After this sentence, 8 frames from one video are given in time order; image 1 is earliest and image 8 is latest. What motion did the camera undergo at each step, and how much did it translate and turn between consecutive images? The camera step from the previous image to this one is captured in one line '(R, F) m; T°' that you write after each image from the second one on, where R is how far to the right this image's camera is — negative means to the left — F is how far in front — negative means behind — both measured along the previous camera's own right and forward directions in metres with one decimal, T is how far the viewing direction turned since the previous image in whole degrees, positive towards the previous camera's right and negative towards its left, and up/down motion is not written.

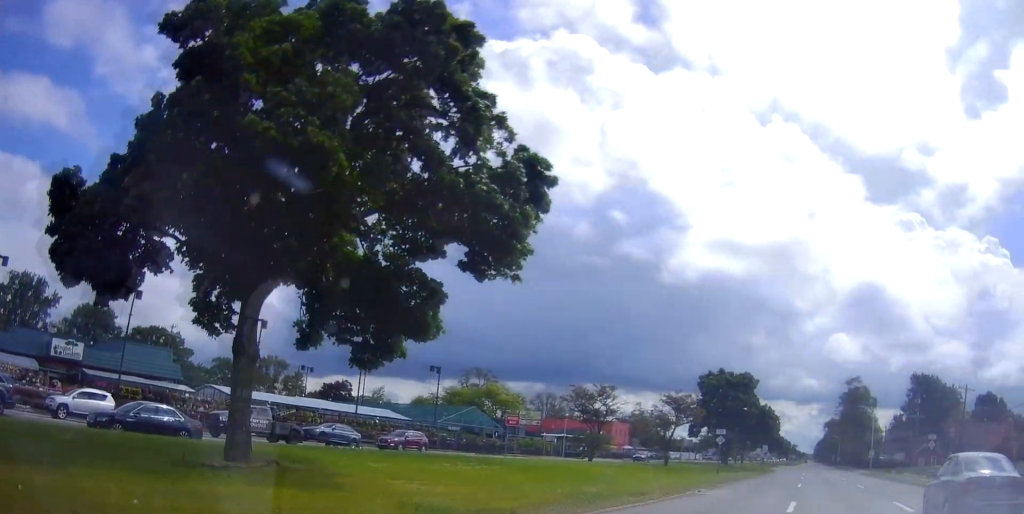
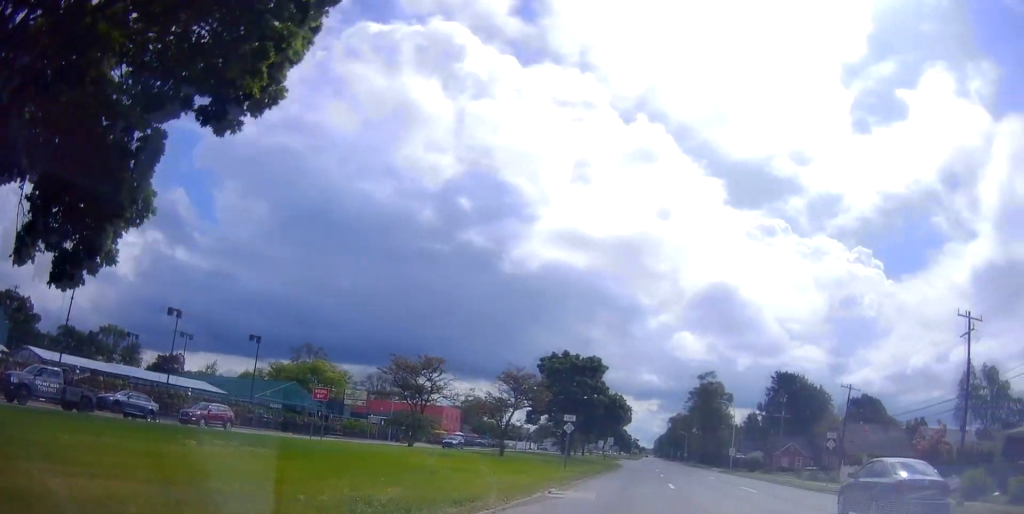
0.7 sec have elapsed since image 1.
(+0.9, +5.4) m; +16°
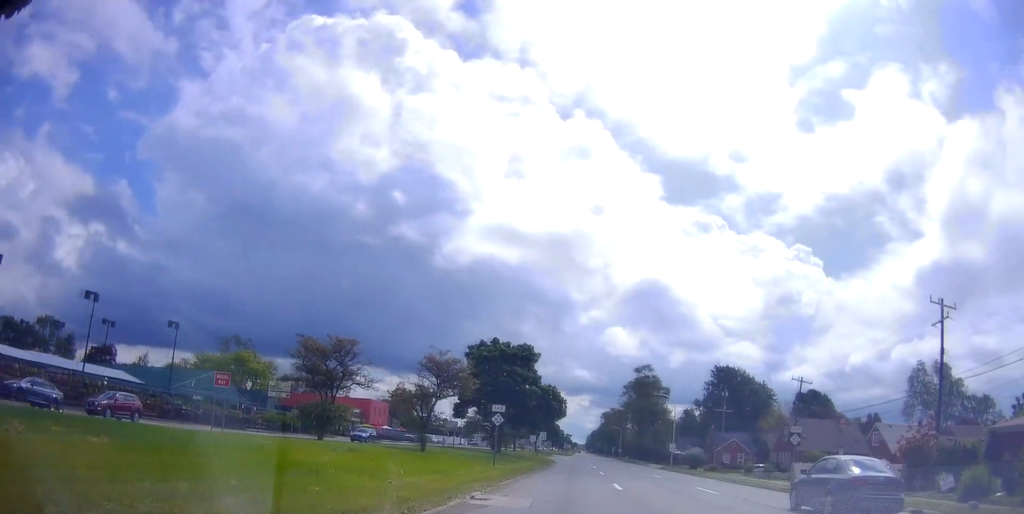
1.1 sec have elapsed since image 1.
(-0.1, +2.9) m; +7°
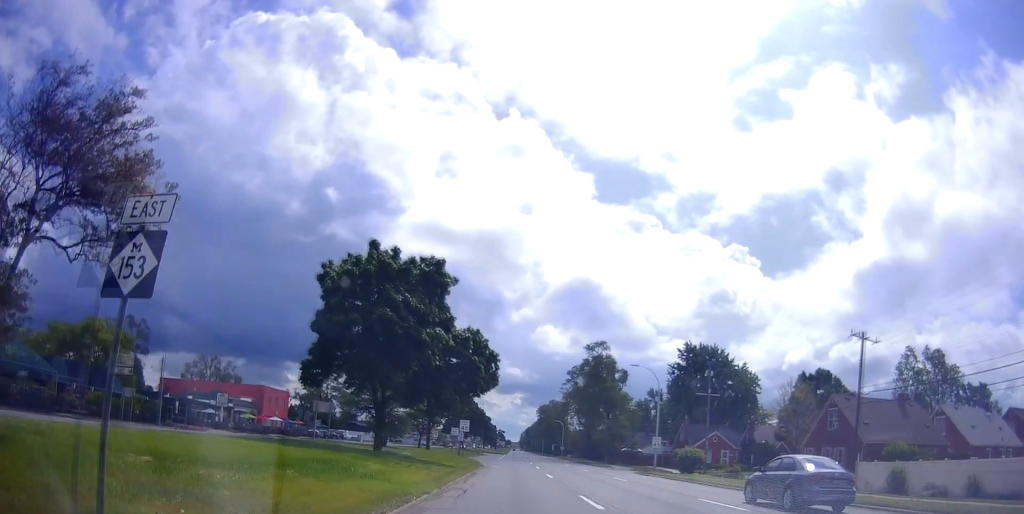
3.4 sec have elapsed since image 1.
(+5.9, +16.9) m; +23°
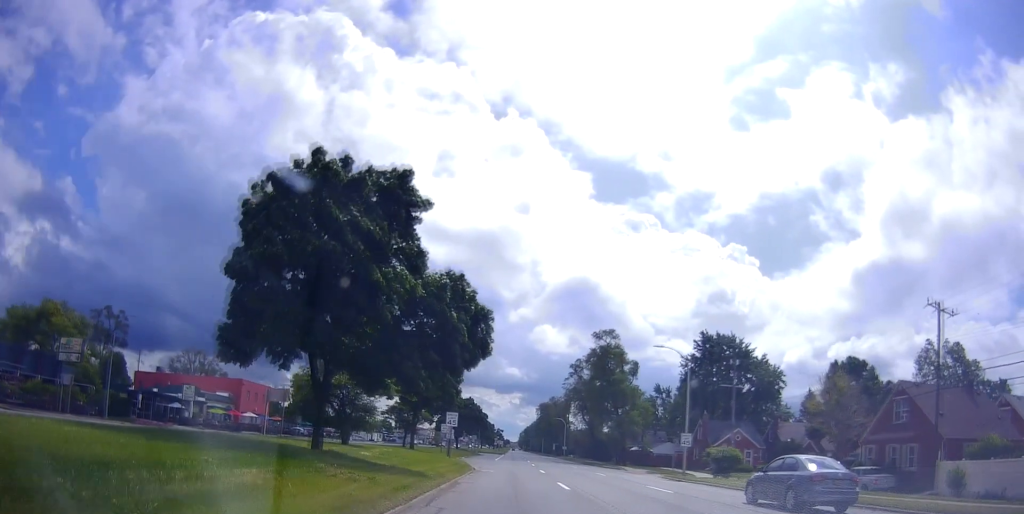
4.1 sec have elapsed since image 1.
(-0.3, +7.4) m; -2°
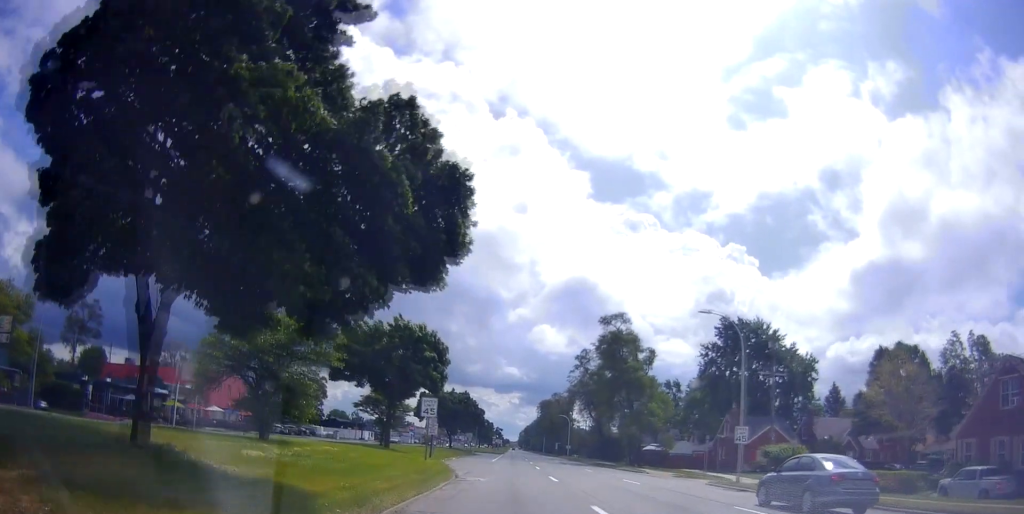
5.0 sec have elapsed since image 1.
(-0.1, +8.7) m; -2°
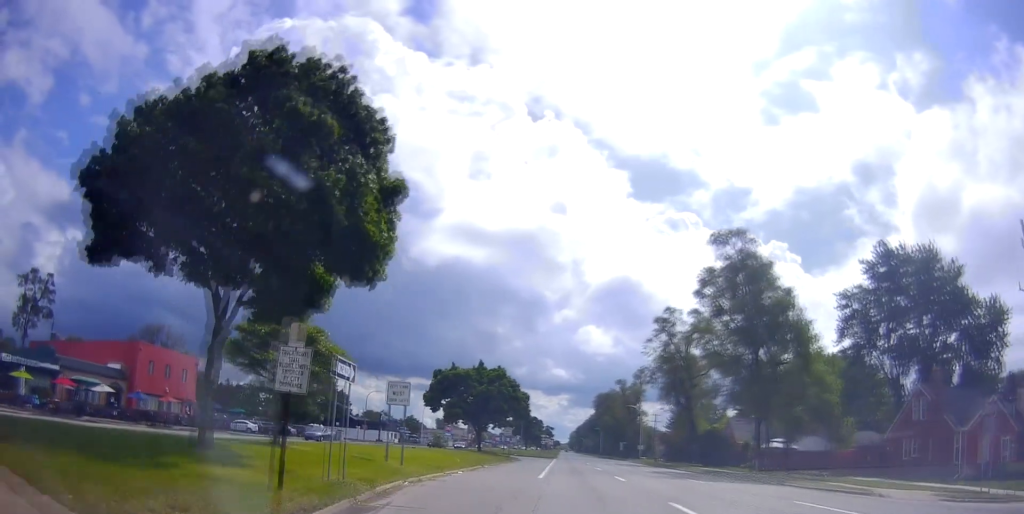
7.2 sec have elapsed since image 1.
(-0.3, +26.3) m; +1°
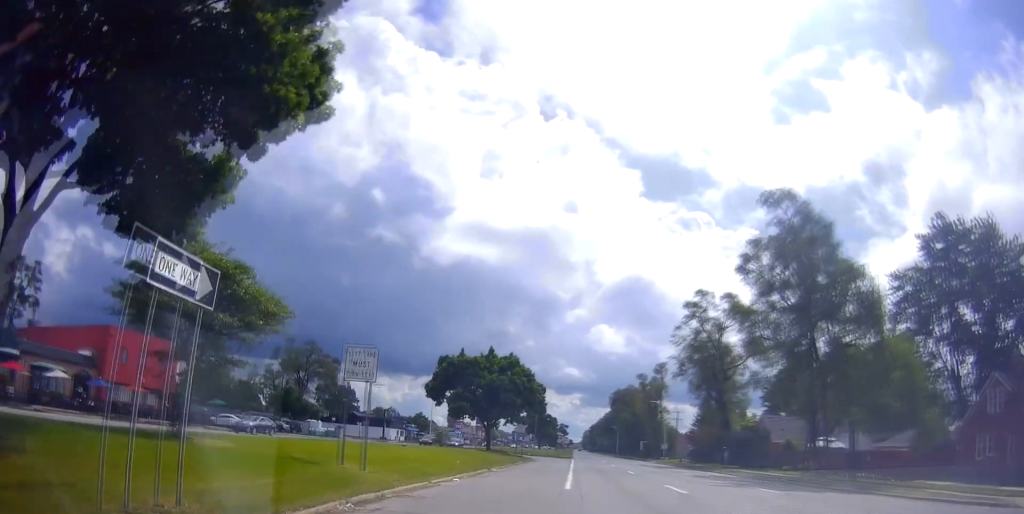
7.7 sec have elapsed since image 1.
(0.0, +7.1) m; 0°
